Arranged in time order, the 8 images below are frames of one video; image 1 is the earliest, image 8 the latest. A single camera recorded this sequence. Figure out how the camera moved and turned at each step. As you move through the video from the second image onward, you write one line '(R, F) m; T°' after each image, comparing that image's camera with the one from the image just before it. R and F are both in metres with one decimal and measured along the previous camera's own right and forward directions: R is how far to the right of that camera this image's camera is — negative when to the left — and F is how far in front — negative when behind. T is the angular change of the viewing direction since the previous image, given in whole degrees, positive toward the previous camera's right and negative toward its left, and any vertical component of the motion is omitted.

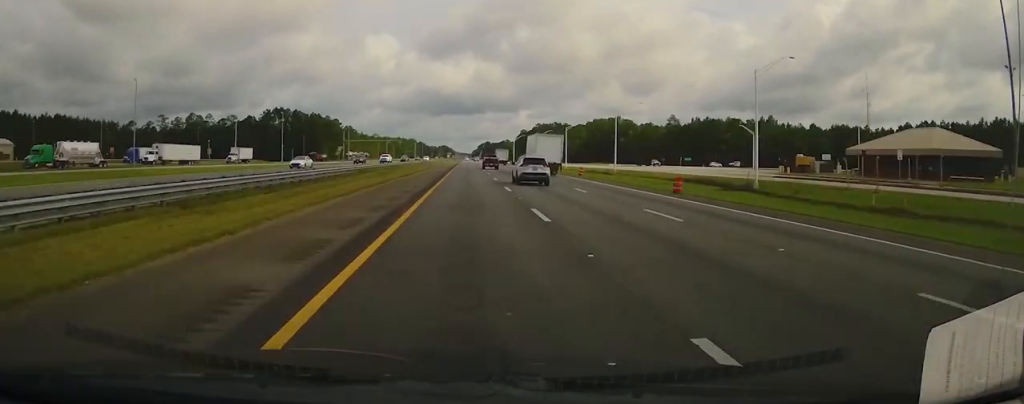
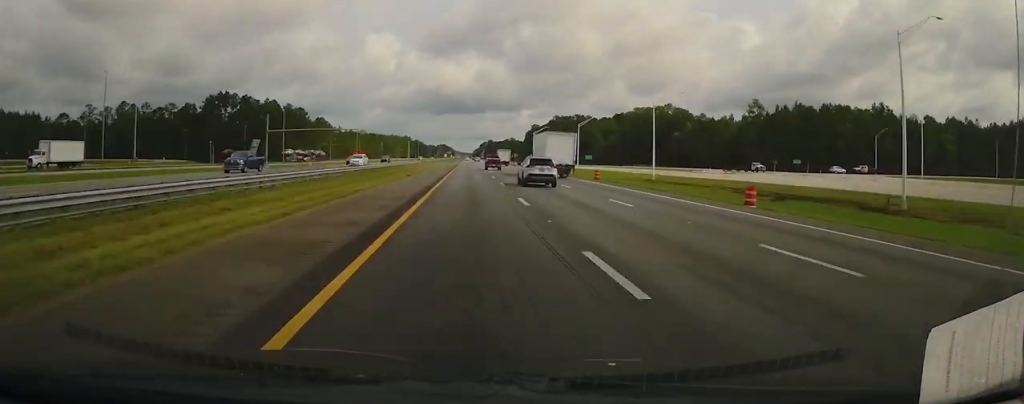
(+0.4, +69.1) m; 0°
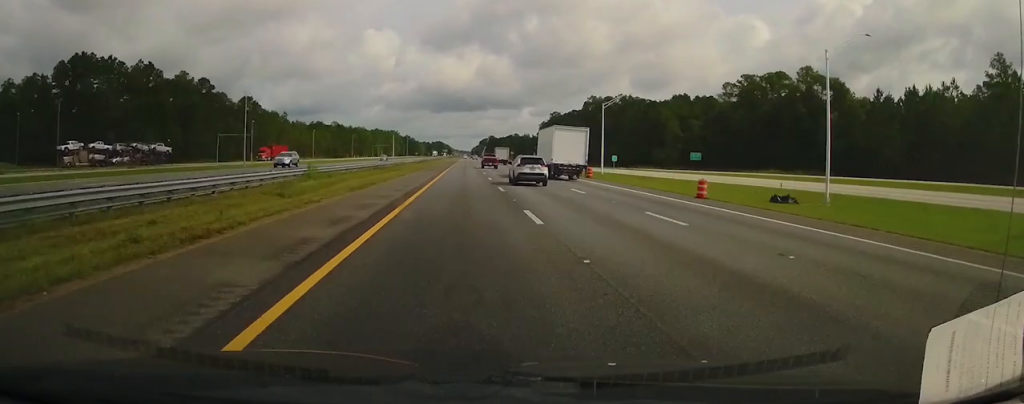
(-0.2, +92.1) m; 0°
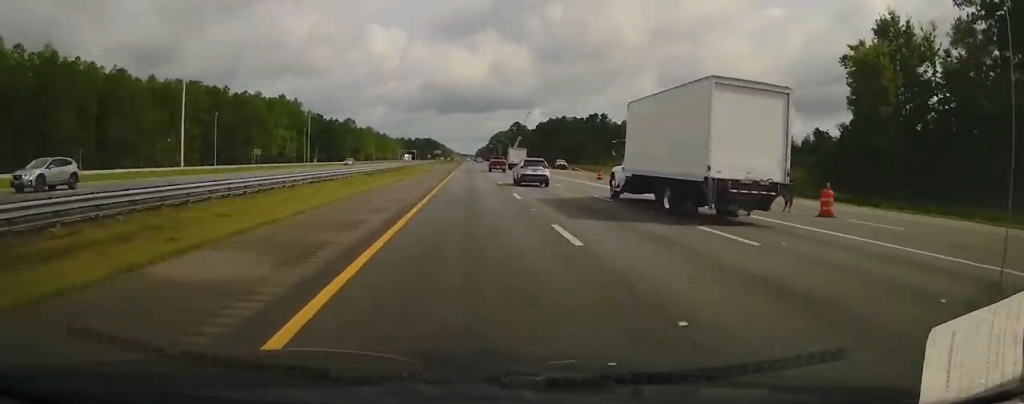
(-0.5, +312.3) m; 0°
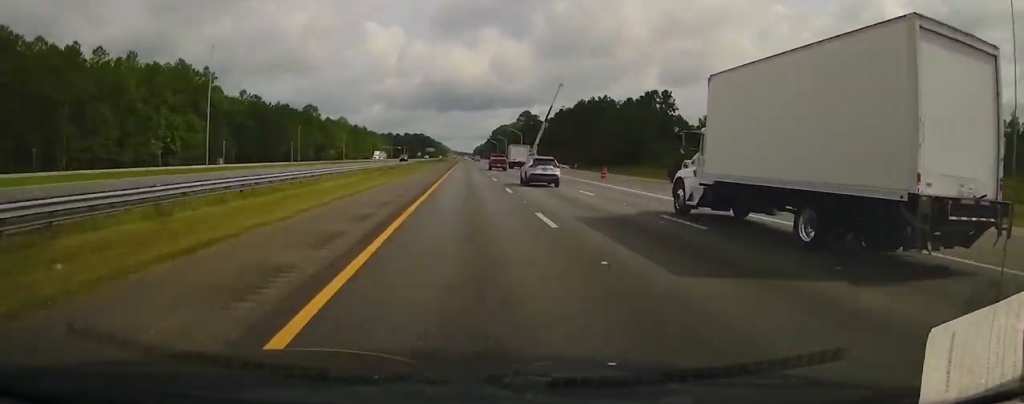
(0.0, +70.8) m; 0°
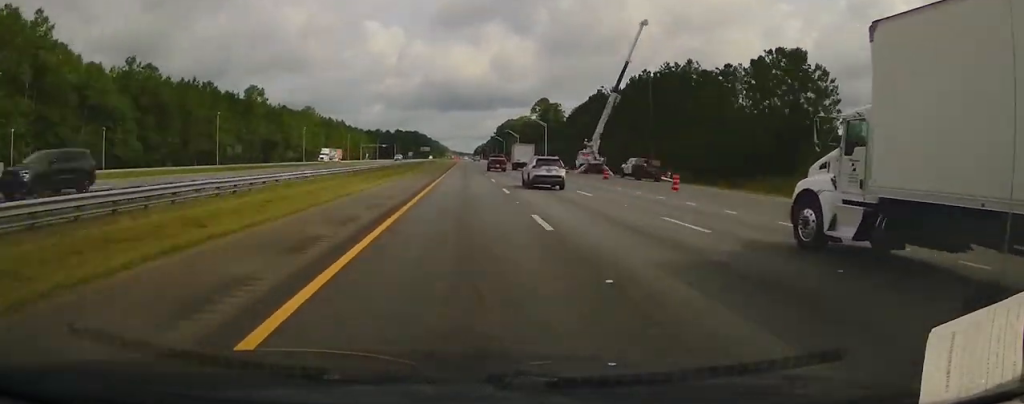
(-0.2, +61.6) m; 0°
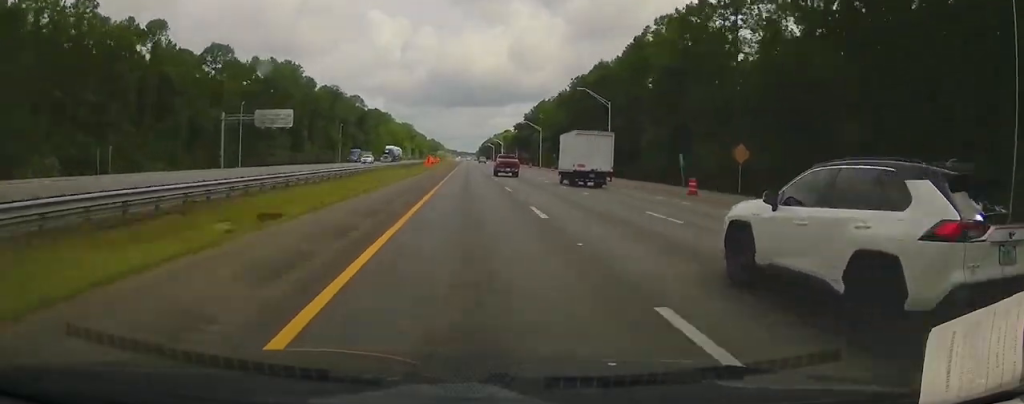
(-0.4, +351.2) m; 0°
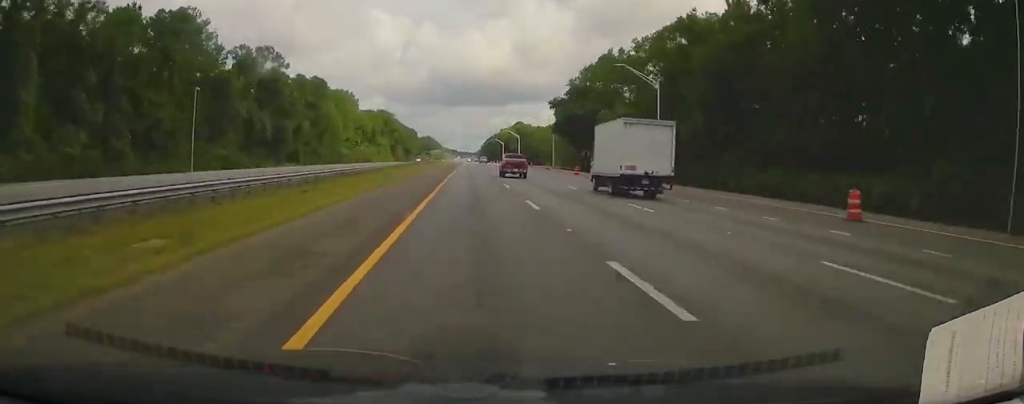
(+0.1, +95.0) m; 0°
